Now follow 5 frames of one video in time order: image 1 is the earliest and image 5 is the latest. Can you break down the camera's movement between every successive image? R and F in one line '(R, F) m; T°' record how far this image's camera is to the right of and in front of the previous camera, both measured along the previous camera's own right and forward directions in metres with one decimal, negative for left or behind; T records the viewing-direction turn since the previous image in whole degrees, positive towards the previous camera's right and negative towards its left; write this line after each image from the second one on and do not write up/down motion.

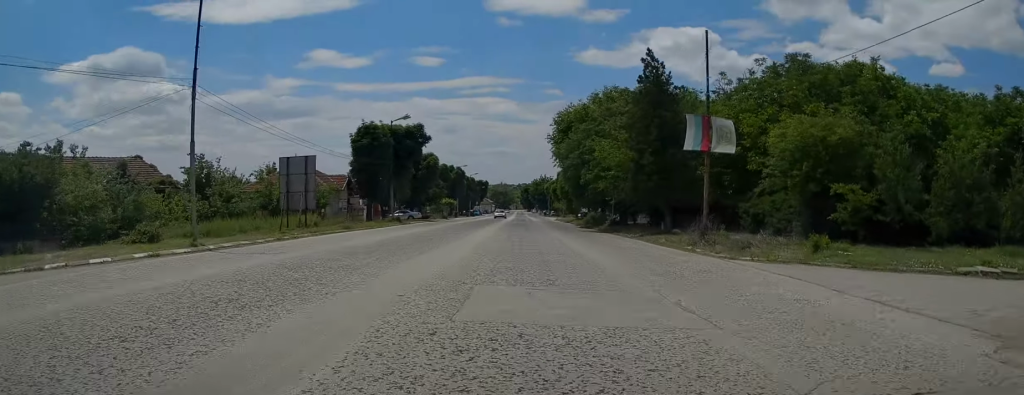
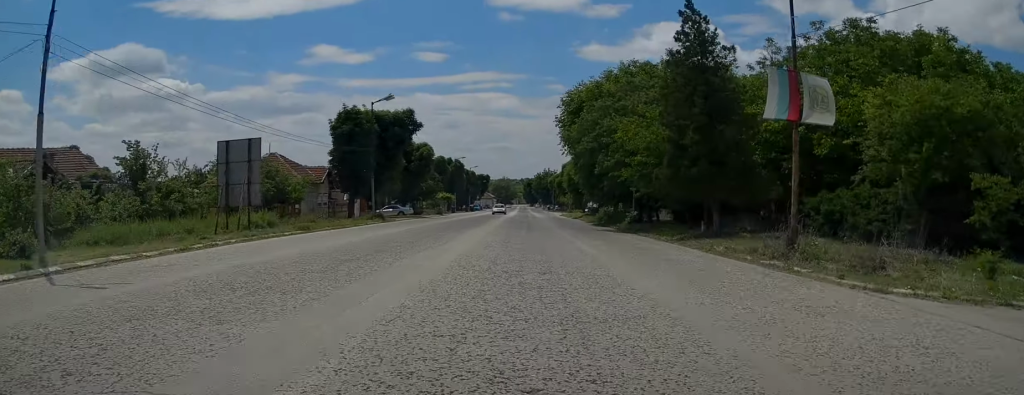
(-0.2, +7.8) m; -1°
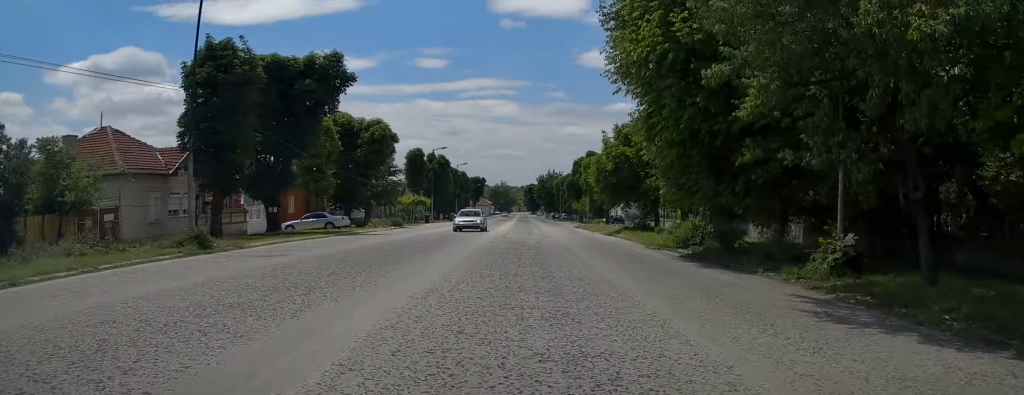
(+0.2, +26.1) m; +1°
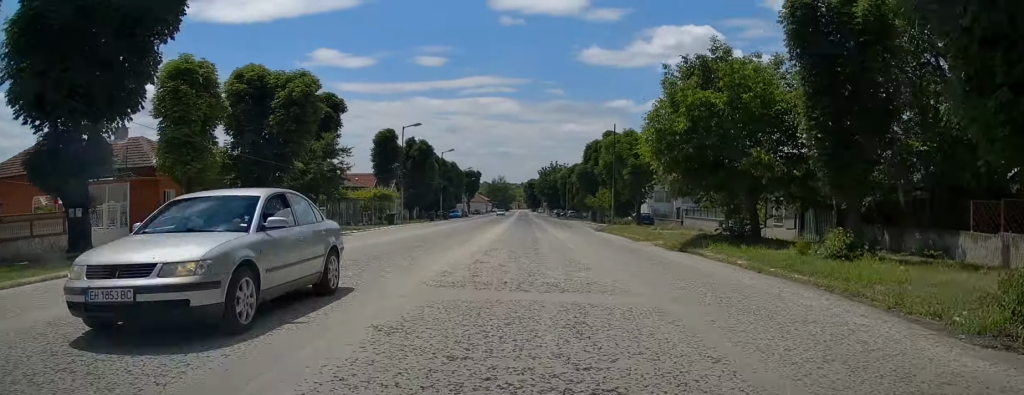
(-0.1, +18.6) m; -1°
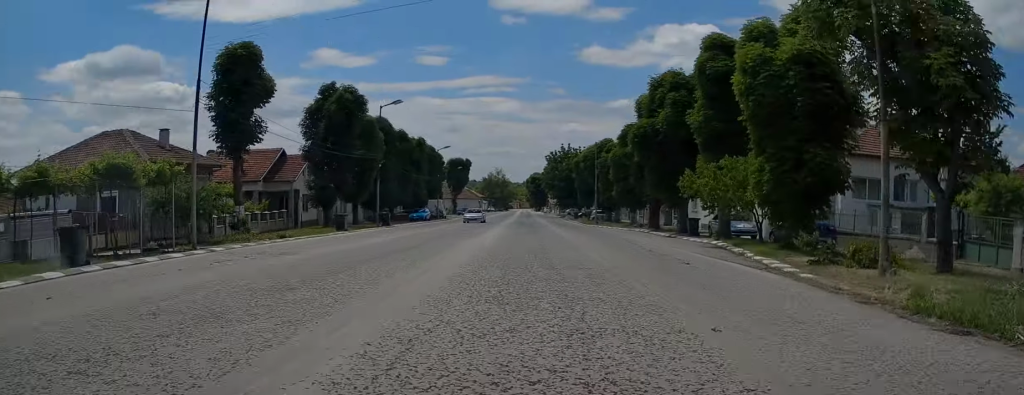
(-1.0, +36.9) m; -2°
